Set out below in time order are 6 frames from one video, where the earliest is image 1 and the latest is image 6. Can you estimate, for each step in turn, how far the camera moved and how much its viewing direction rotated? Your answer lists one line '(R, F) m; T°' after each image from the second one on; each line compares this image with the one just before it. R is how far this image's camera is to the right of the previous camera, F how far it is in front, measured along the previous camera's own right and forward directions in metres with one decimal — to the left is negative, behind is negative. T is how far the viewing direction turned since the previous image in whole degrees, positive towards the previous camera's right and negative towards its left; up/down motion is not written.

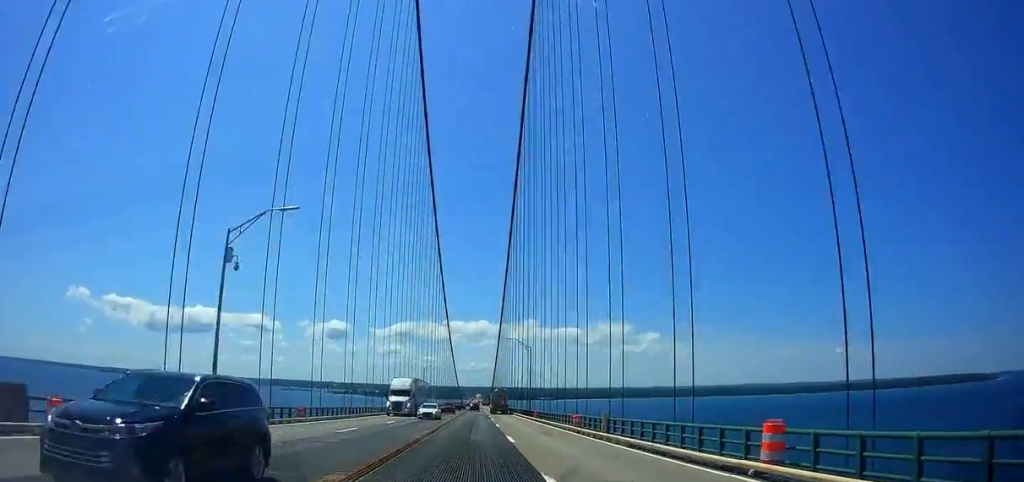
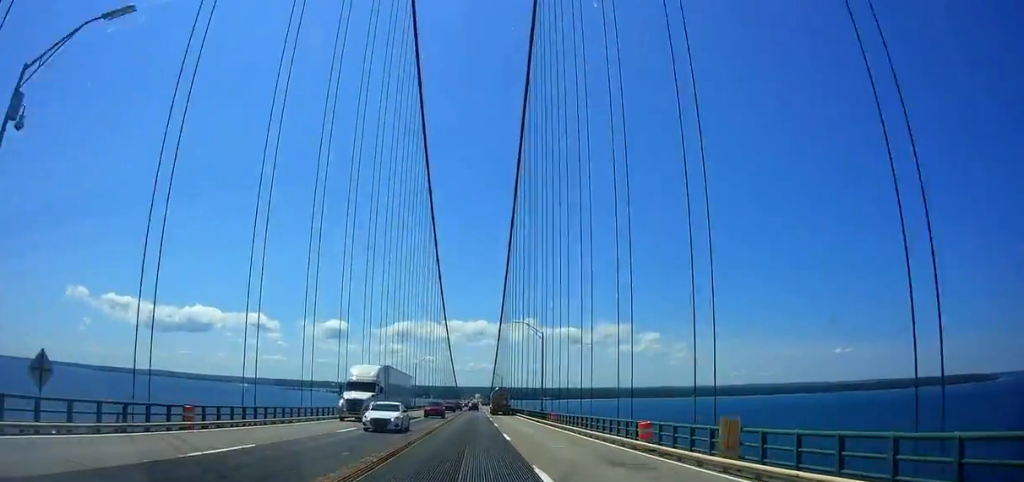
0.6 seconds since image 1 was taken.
(+0.1, +14.2) m; +1°
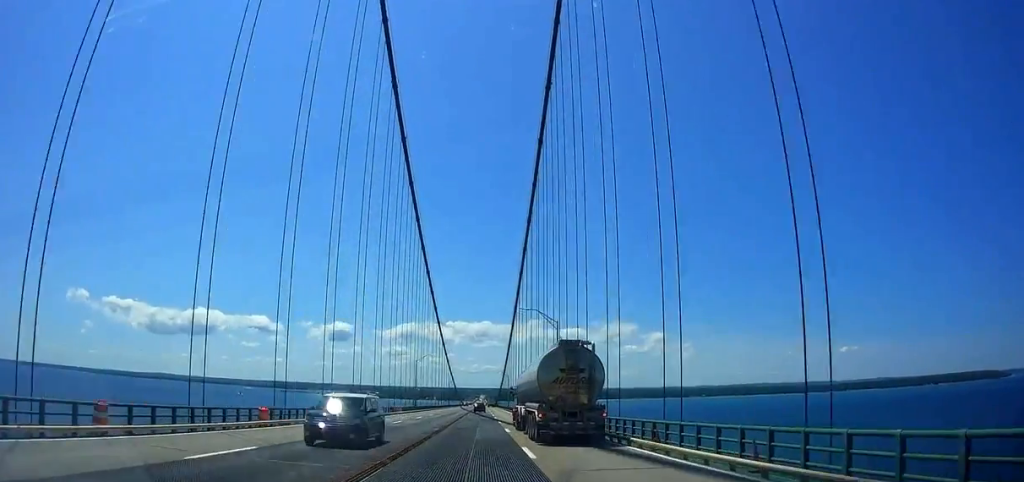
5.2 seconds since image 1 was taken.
(+0.5, +101.4) m; +1°
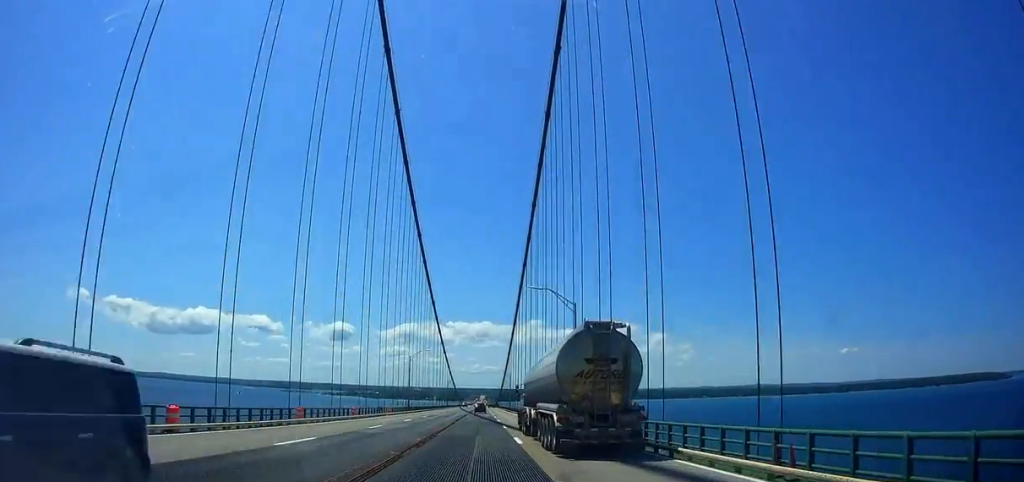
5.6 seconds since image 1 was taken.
(0.0, +8.9) m; 0°
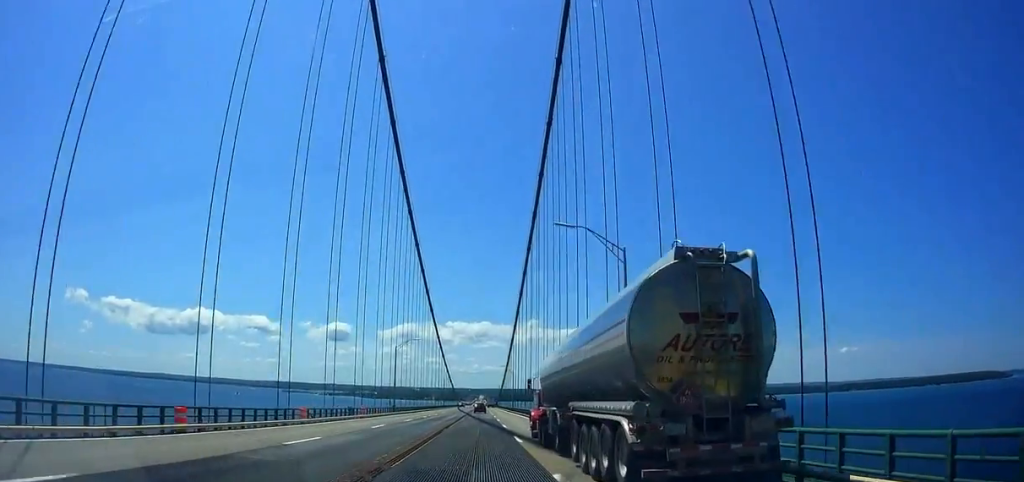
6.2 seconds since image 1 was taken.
(0.0, +14.2) m; 0°
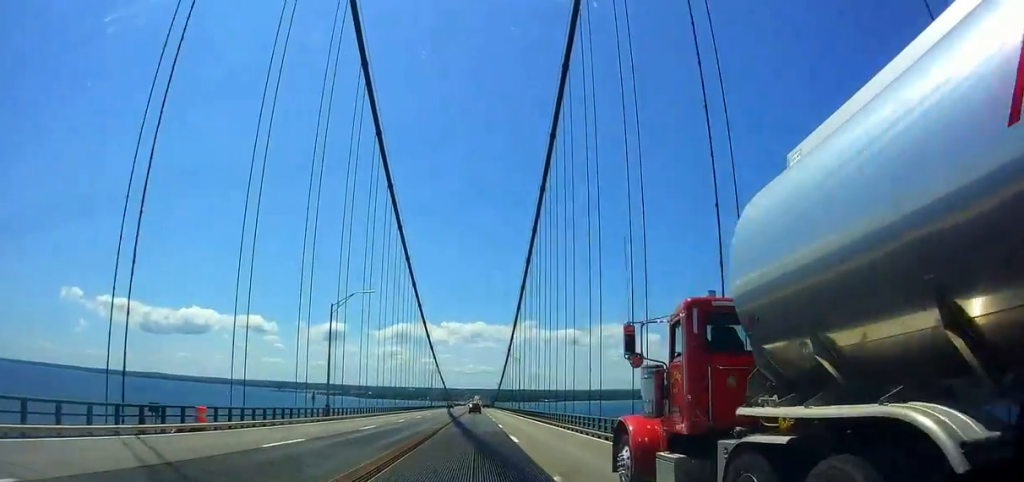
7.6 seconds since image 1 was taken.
(-0.4, +30.5) m; -2°
